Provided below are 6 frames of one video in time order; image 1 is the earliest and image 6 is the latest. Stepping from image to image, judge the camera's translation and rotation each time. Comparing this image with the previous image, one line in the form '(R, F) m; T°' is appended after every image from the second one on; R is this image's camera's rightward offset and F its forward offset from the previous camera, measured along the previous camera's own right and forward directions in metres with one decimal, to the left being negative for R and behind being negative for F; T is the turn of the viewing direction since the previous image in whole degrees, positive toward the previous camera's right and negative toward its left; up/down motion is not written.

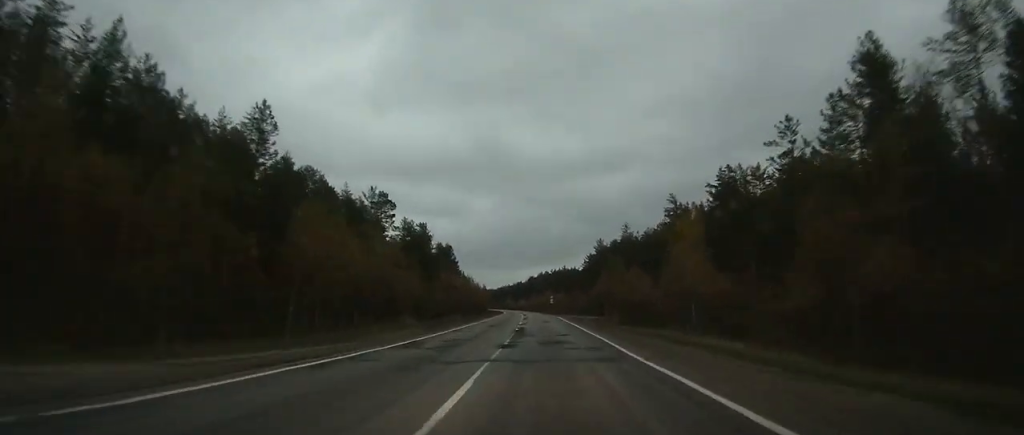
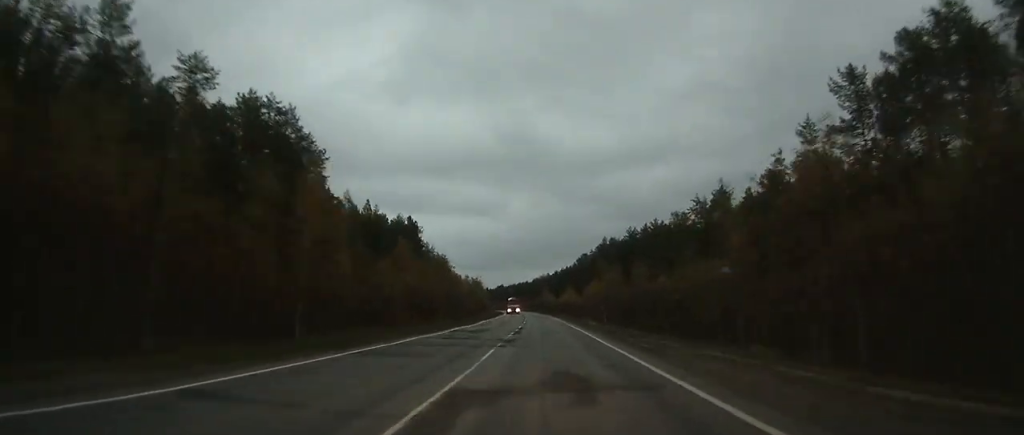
(-6.9, +162.4) m; -5°
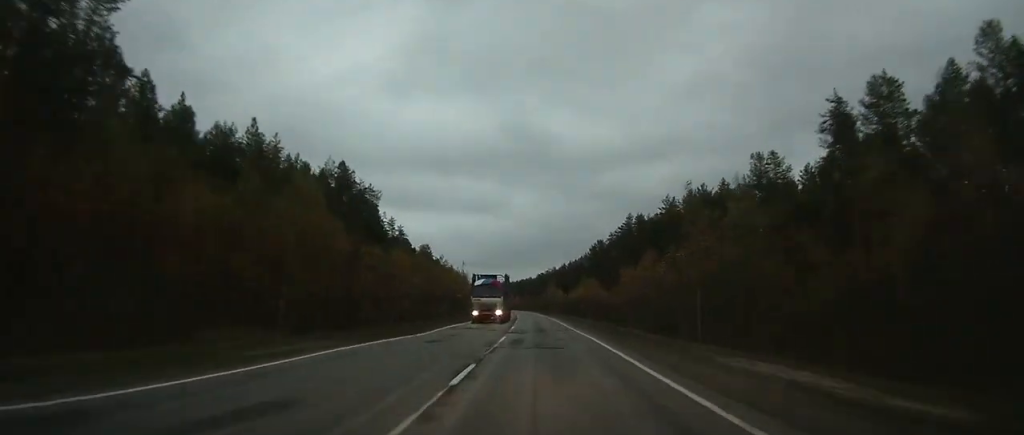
(-0.3, +39.7) m; -2°
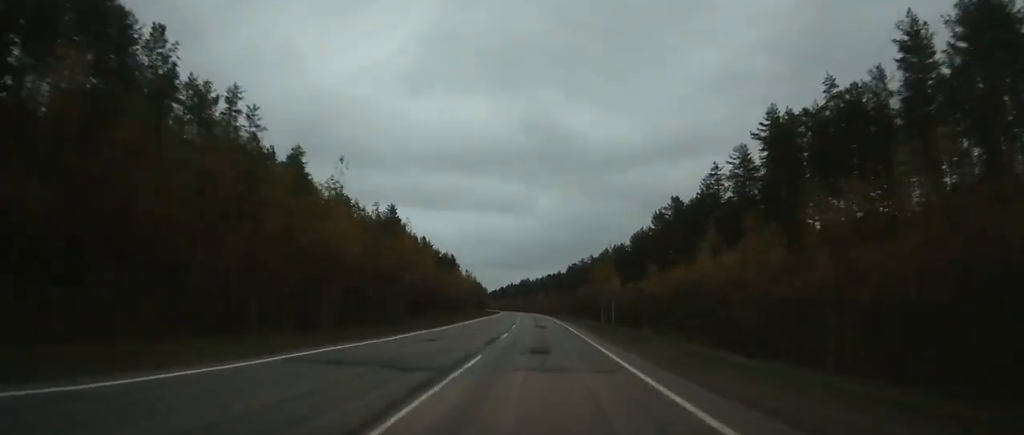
(-1.9, +75.8) m; -2°
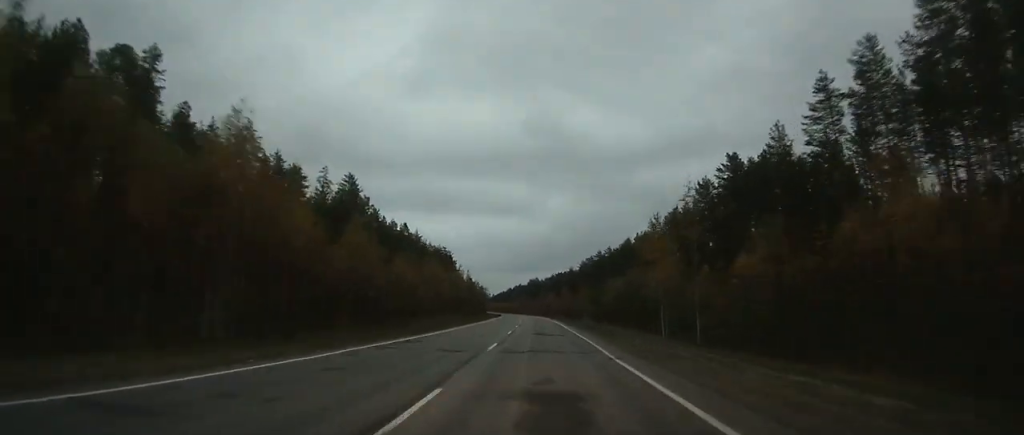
(-0.1, +31.2) m; 0°
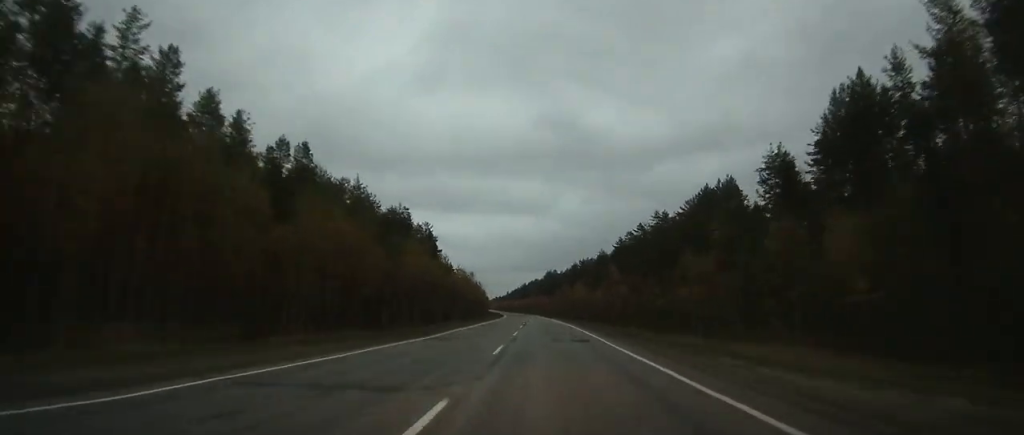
(-0.6, +61.8) m; -2°
